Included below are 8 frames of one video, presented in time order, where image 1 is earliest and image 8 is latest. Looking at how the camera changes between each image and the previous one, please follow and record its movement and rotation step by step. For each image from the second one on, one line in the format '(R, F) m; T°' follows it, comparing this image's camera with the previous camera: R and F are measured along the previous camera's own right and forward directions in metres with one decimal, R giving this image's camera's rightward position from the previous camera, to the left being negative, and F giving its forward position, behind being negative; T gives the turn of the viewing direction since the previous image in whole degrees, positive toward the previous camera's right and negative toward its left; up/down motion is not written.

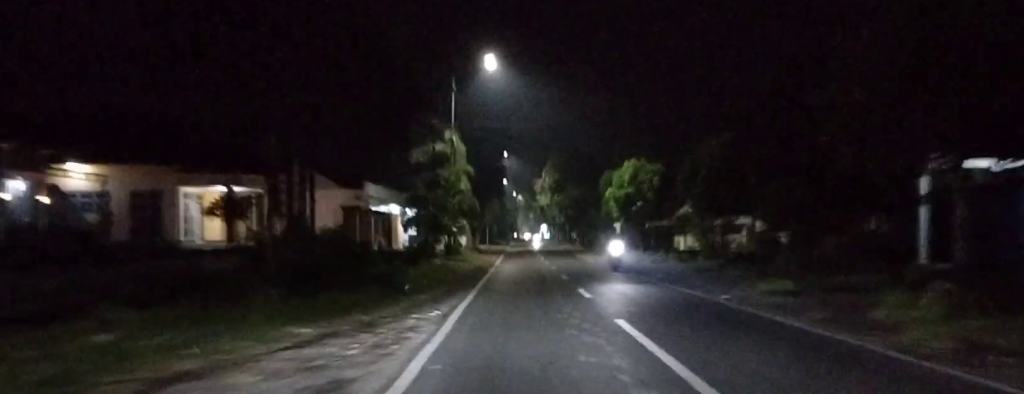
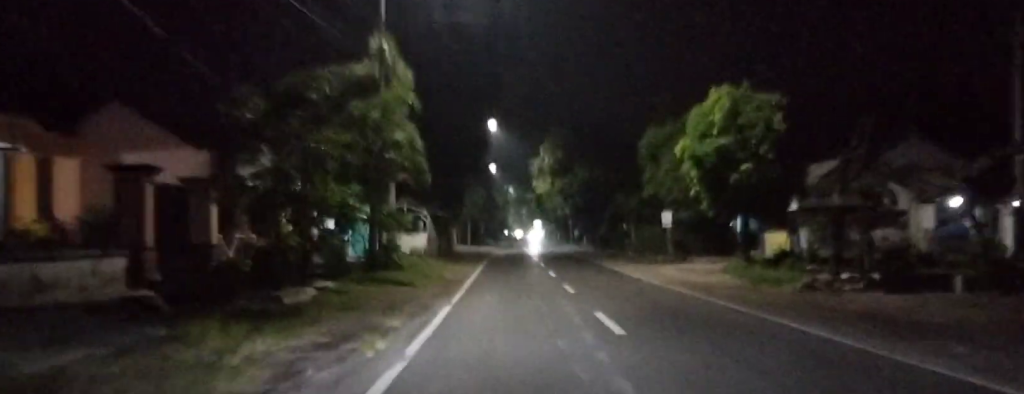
(0.0, +22.3) m; 0°
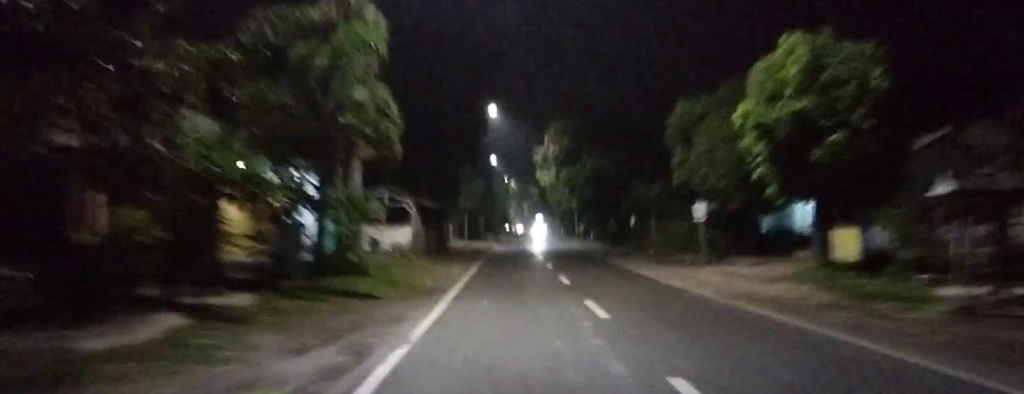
(0.0, +6.5) m; 0°
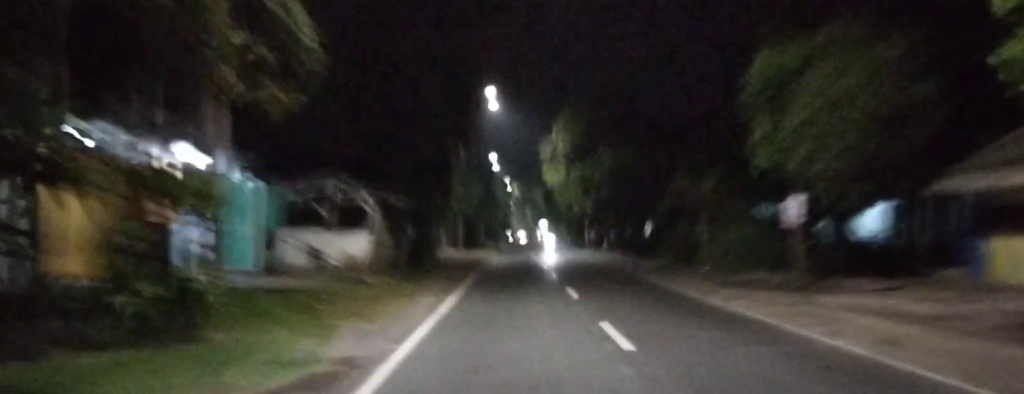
(0.0, +9.9) m; 0°
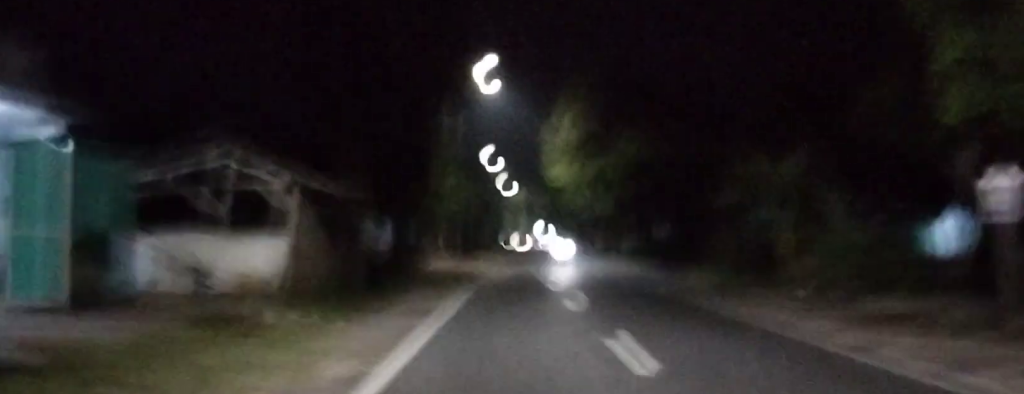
(0.0, +8.7) m; 0°
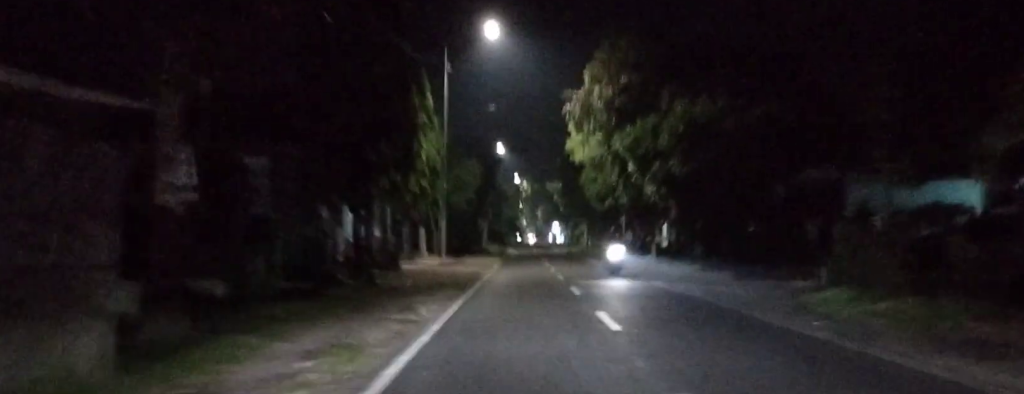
(0.0, +11.7) m; 0°
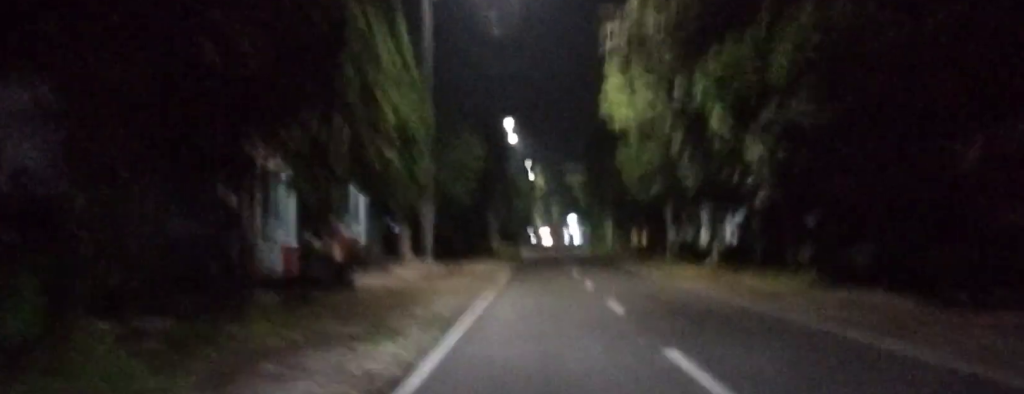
(0.0, +12.0) m; +2°
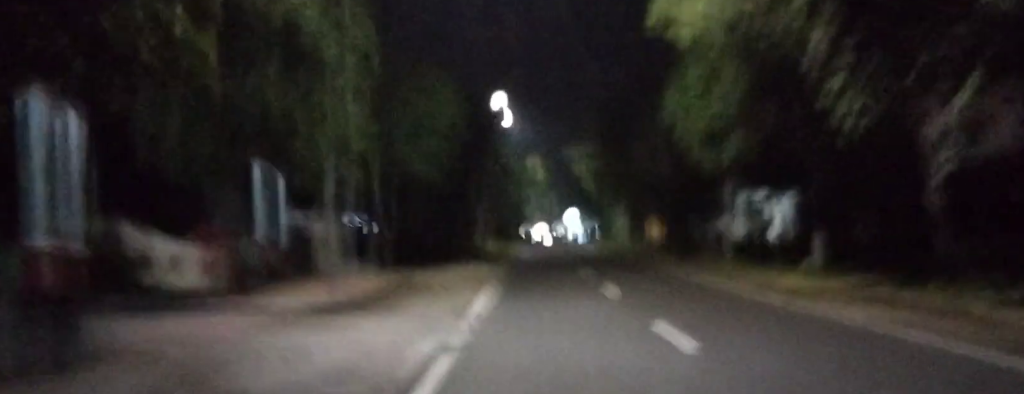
(+0.5, +12.3) m; -1°
